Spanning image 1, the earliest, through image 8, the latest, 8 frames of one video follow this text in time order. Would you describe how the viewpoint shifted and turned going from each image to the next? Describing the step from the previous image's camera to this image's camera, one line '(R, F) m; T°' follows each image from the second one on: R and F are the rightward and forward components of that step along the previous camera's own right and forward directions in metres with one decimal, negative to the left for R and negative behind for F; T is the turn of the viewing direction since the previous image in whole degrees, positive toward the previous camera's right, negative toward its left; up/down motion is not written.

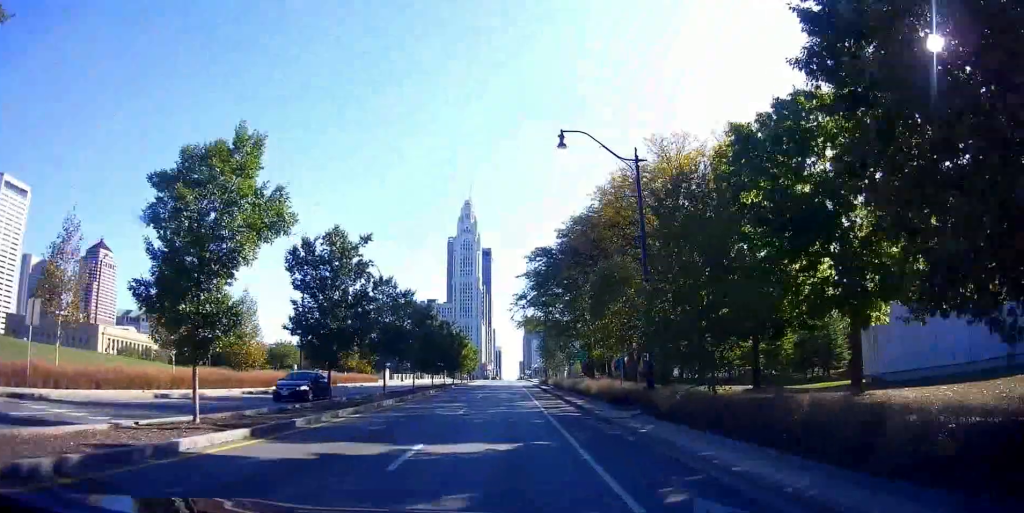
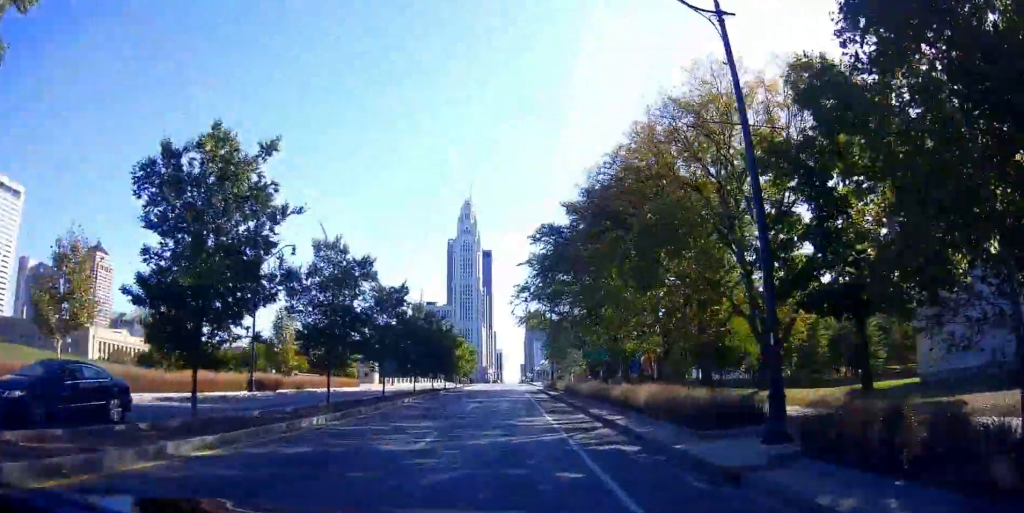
(0.0, +9.4) m; -1°
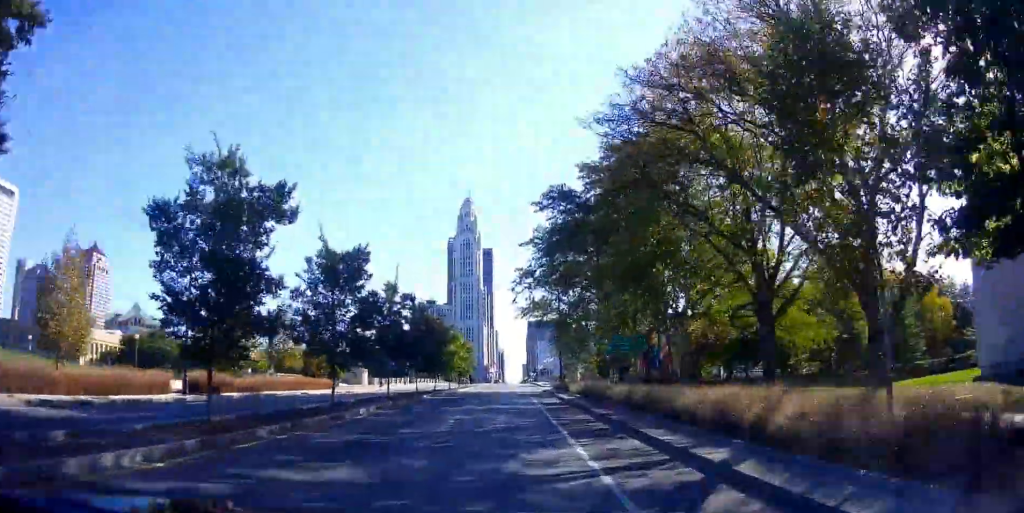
(+0.1, +8.7) m; -2°
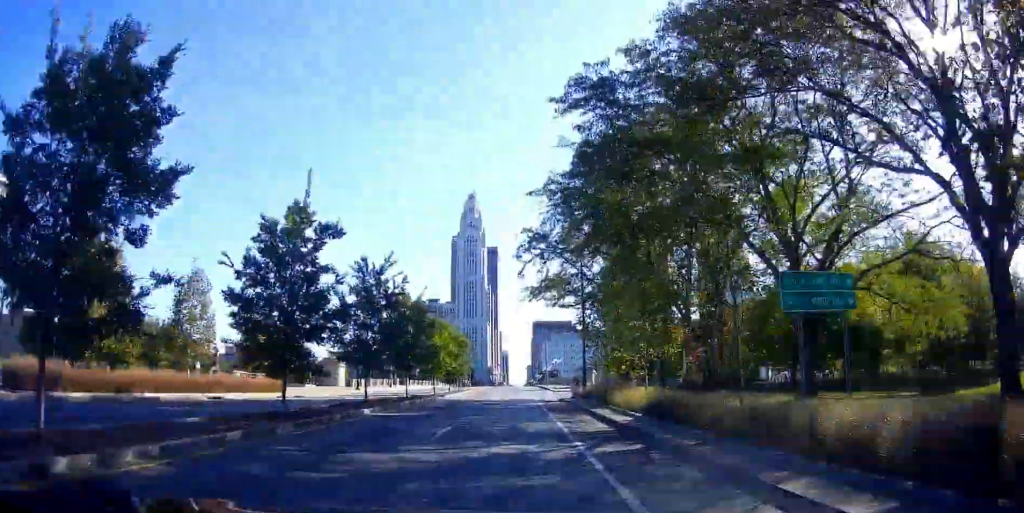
(-0.8, +14.7) m; -1°
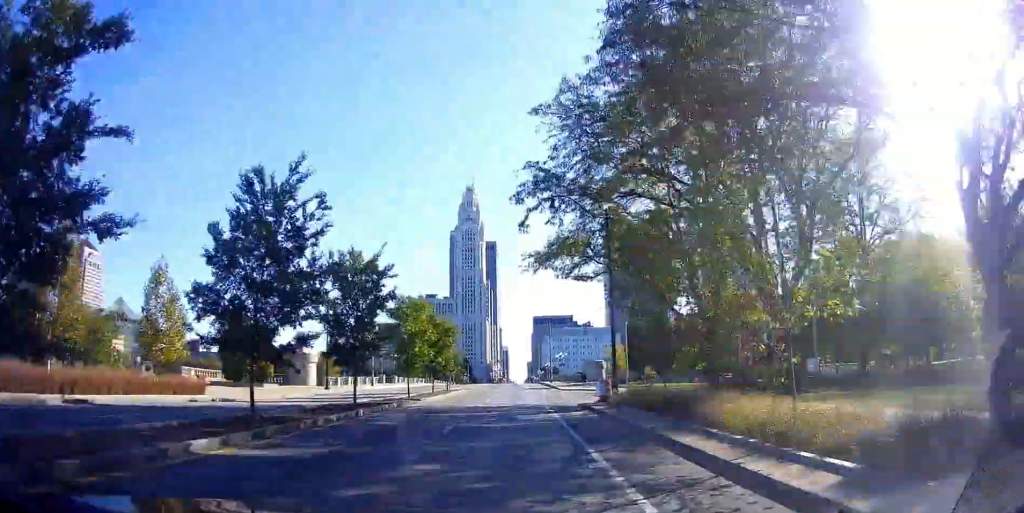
(+0.5, +11.2) m; +3°
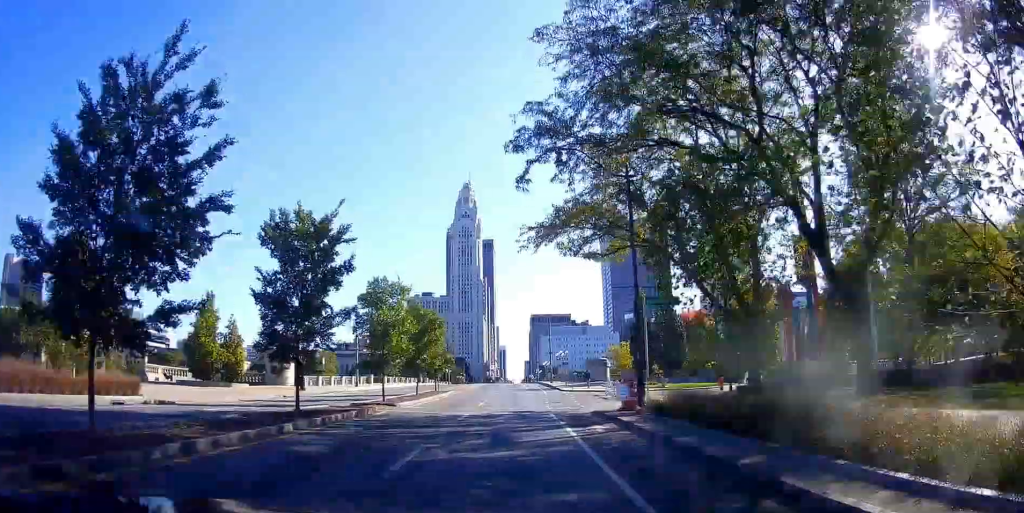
(+0.1, +6.8) m; 0°
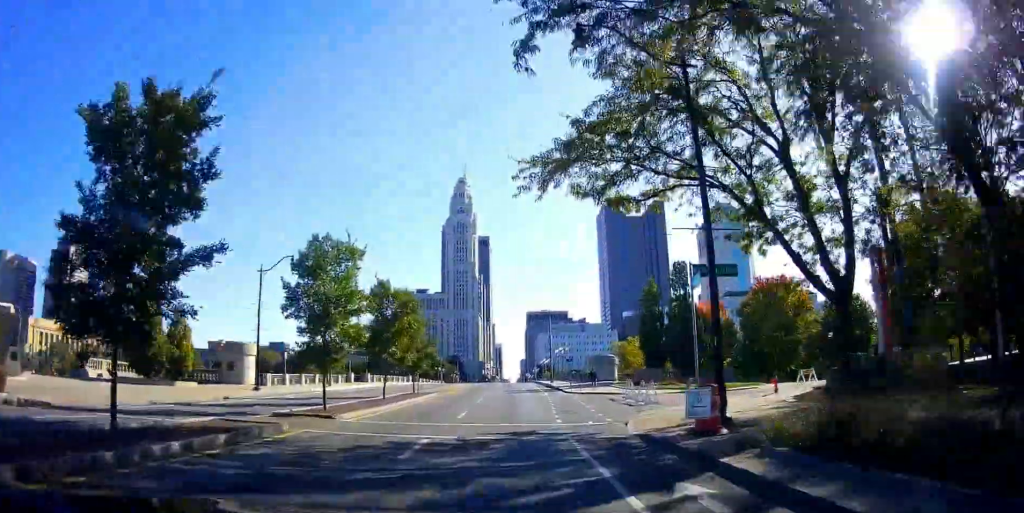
(0.0, +9.7) m; 0°
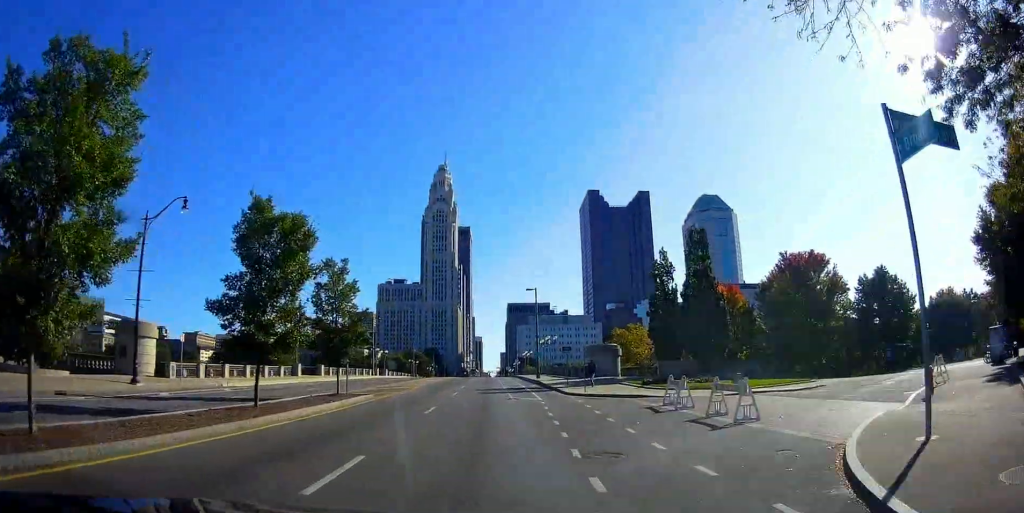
(+0.7, +15.9) m; +2°
